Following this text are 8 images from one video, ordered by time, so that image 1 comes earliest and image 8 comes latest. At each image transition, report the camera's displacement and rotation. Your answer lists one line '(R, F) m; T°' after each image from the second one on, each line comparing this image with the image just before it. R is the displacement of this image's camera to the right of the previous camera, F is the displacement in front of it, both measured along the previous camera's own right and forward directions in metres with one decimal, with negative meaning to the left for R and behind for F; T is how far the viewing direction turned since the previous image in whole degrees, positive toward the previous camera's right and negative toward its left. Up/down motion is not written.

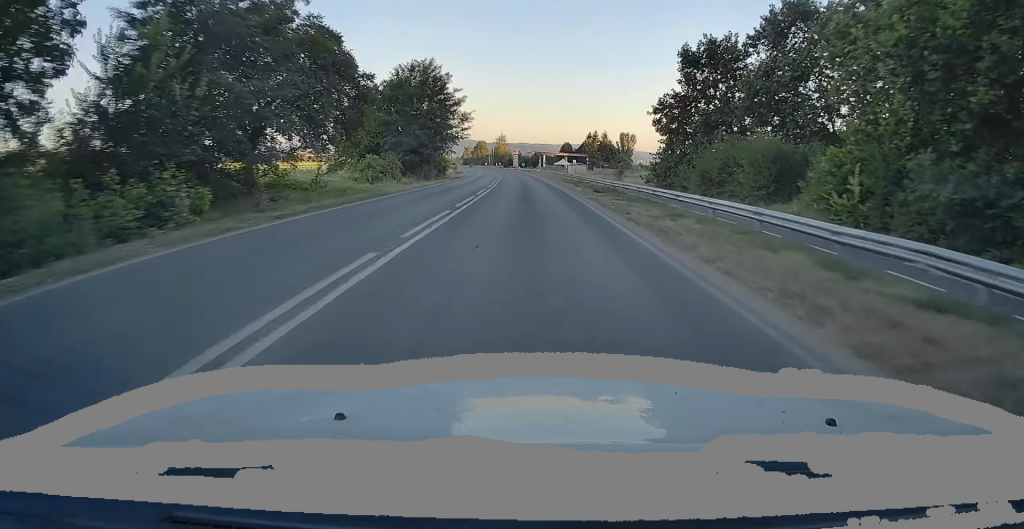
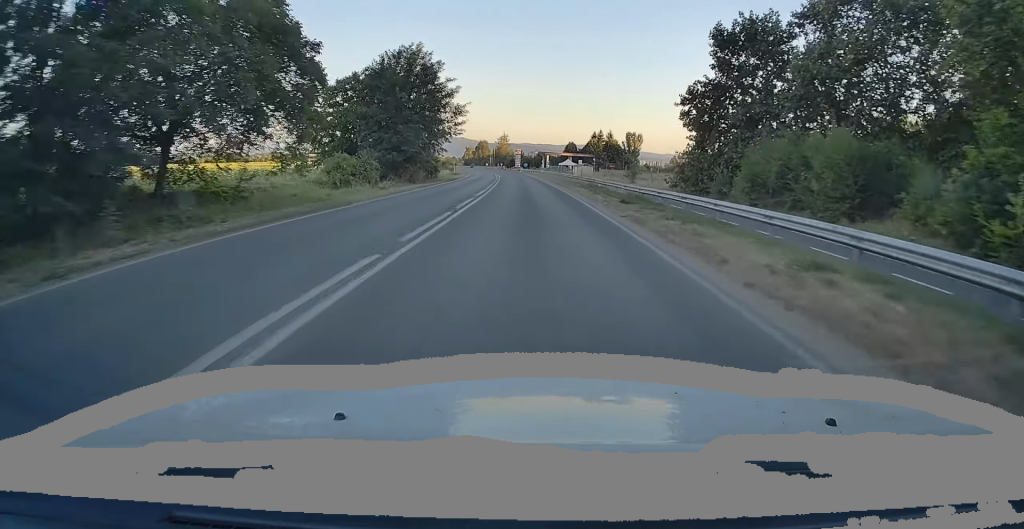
(-0.1, +8.5) m; 0°
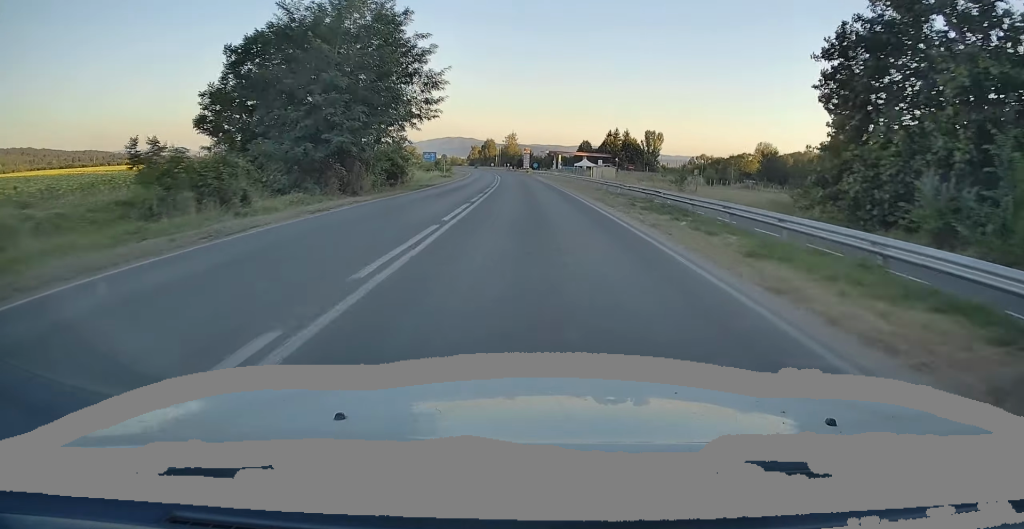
(+0.1, +19.2) m; -1°
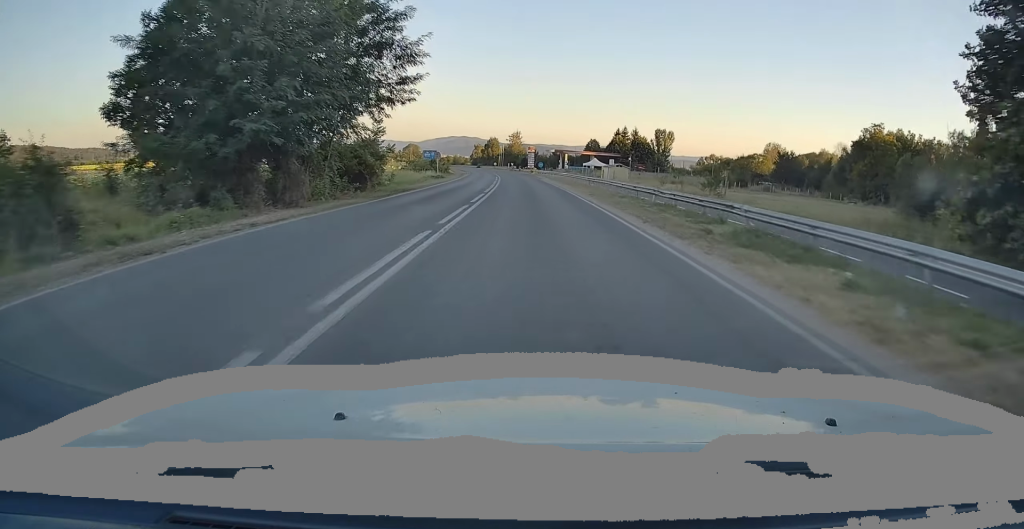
(-0.1, +9.2) m; -1°
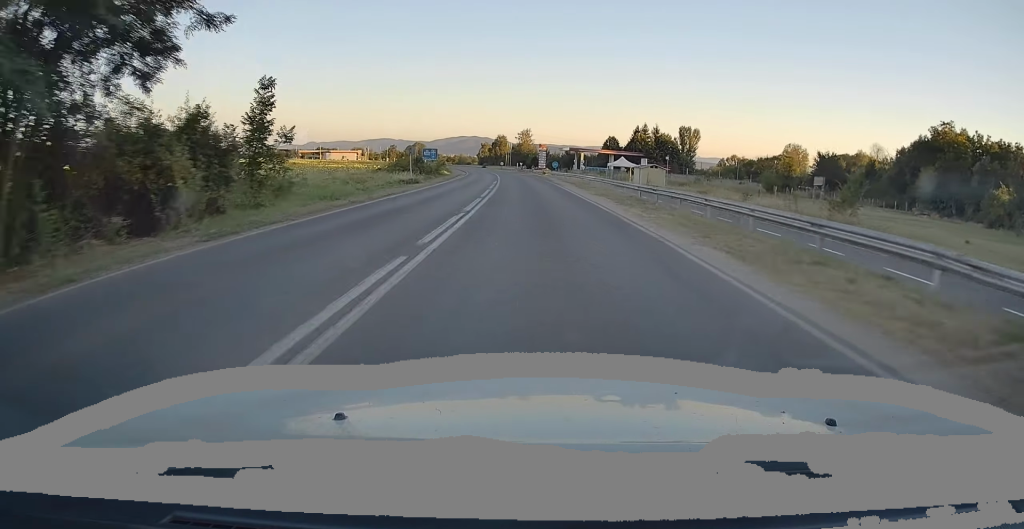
(-0.2, +18.6) m; -1°
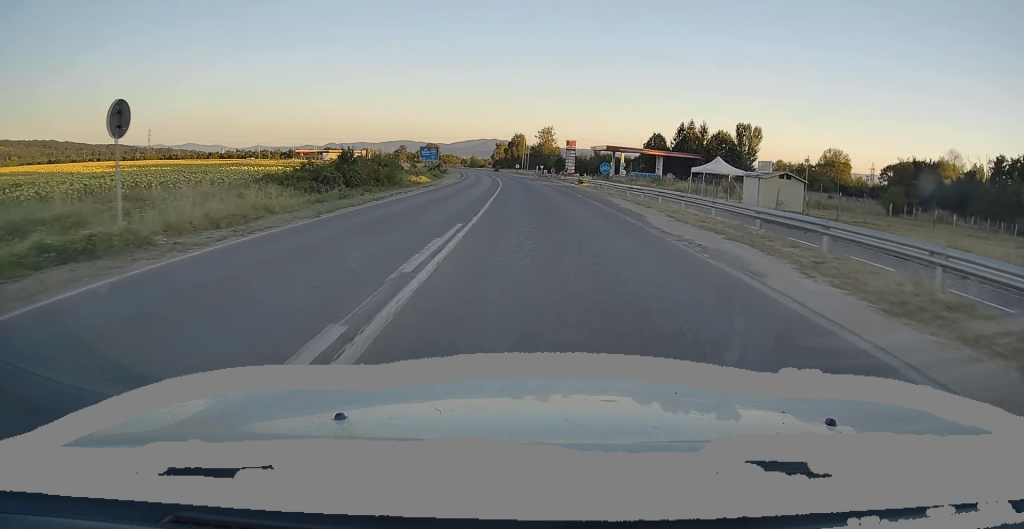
(-0.3, +33.9) m; -1°
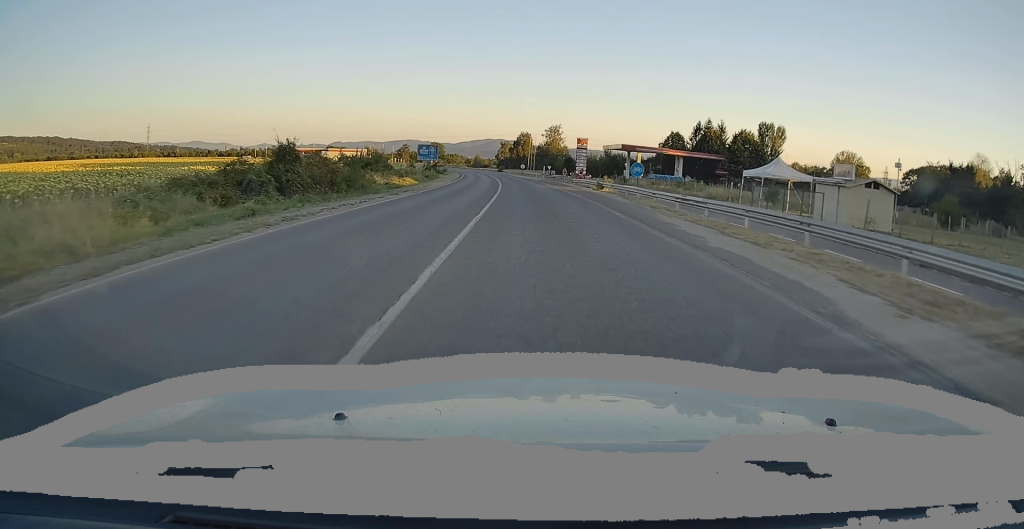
(0.0, +10.0) m; -1°
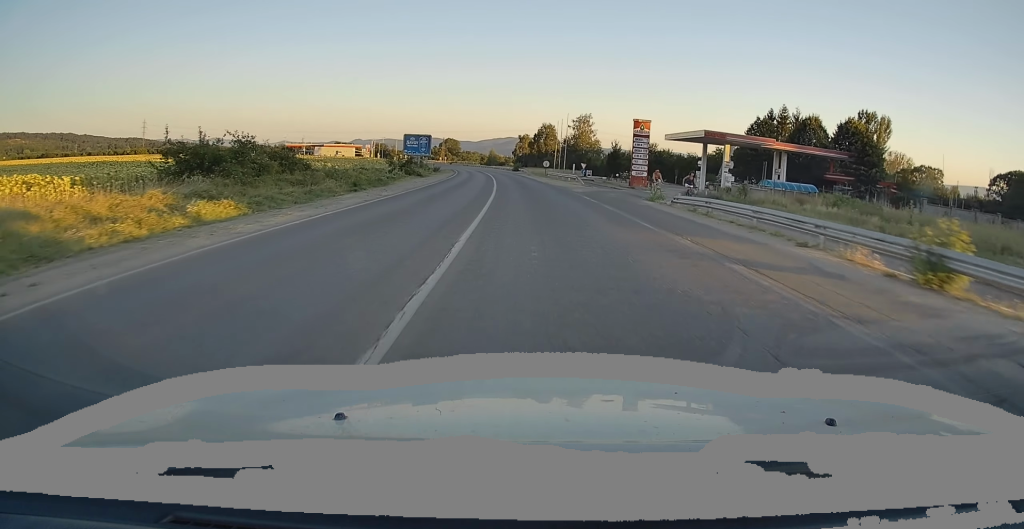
(-0.6, +34.6) m; -2°
